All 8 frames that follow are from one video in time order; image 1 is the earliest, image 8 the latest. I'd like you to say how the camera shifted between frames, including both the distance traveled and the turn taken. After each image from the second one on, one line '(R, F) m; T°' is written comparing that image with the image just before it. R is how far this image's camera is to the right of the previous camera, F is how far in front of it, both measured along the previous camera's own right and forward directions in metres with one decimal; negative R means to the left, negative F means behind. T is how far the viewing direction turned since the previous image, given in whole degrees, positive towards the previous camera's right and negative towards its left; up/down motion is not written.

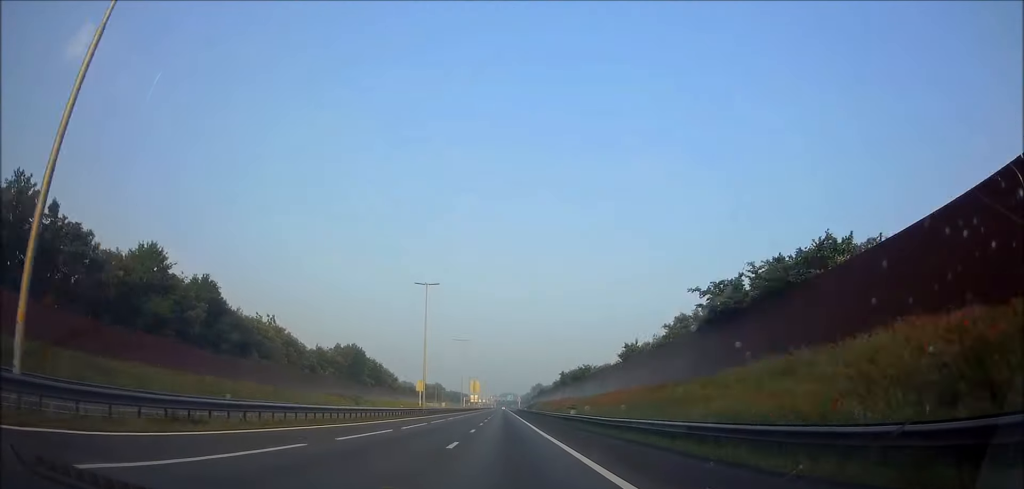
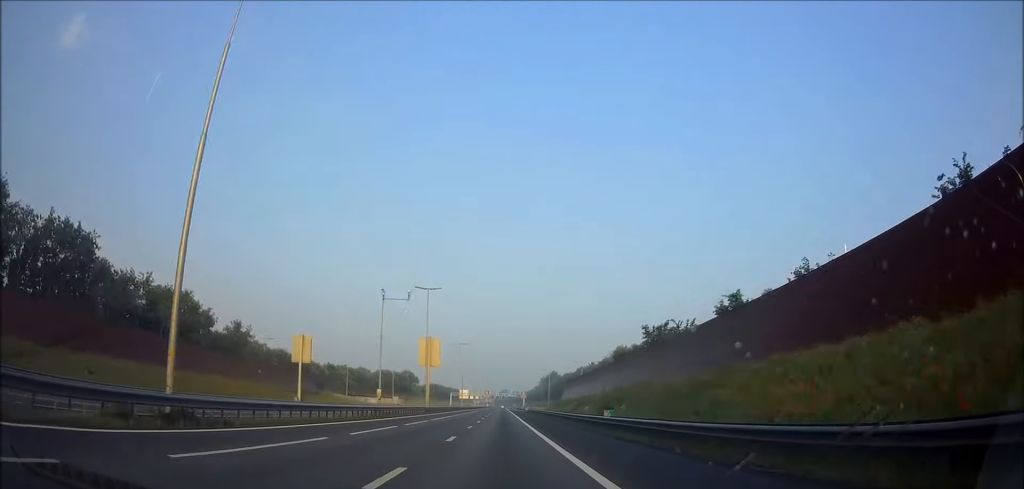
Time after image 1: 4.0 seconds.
(-0.2, +116.6) m; 0°
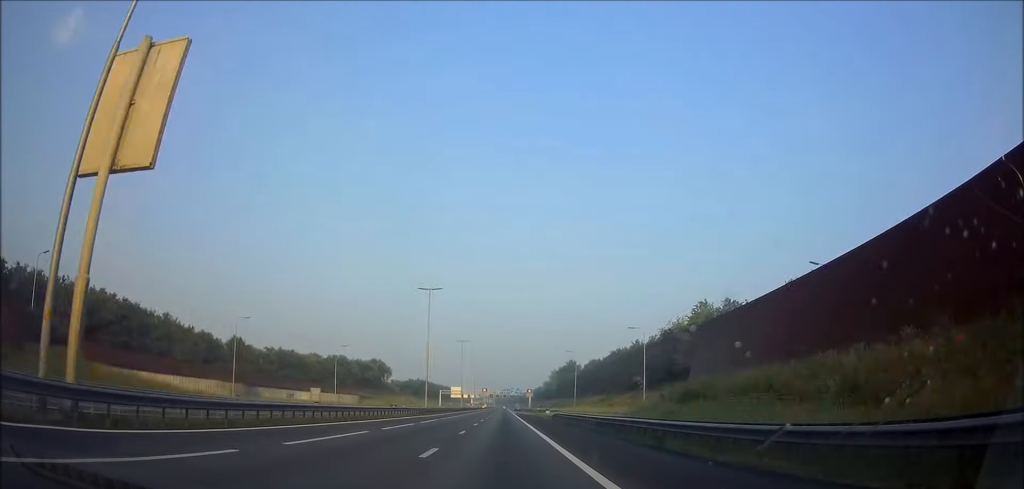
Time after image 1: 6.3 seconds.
(-0.2, +66.1) m; 0°
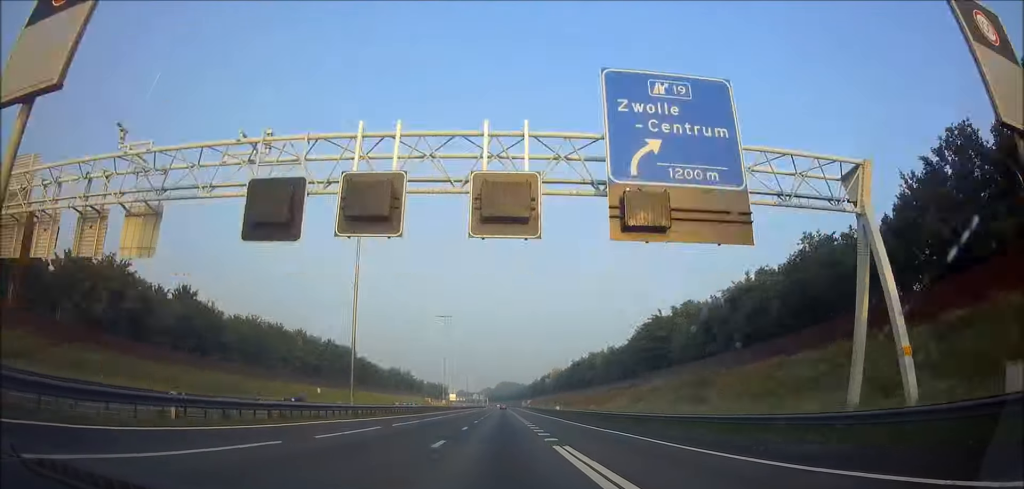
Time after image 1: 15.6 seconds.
(+1.2, +272.1) m; 0°
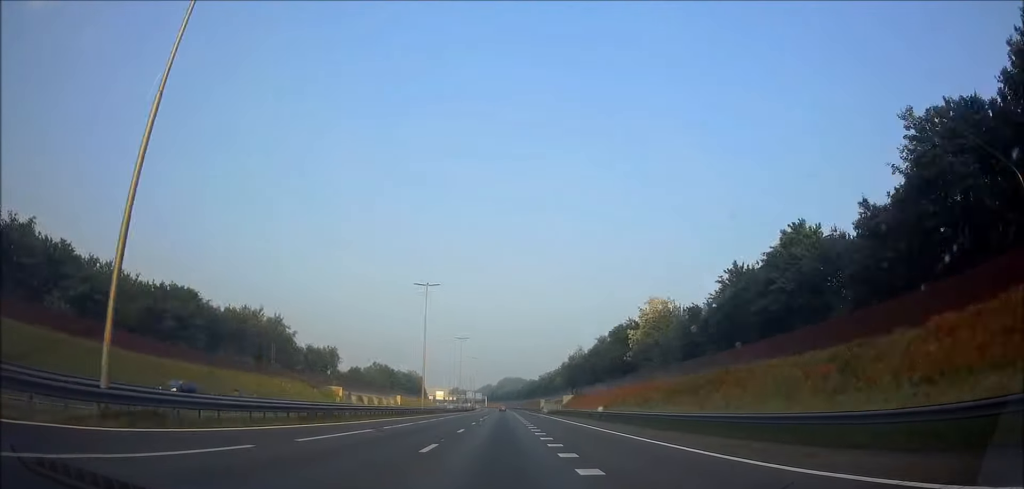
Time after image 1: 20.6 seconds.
(-0.2, +143.5) m; -1°
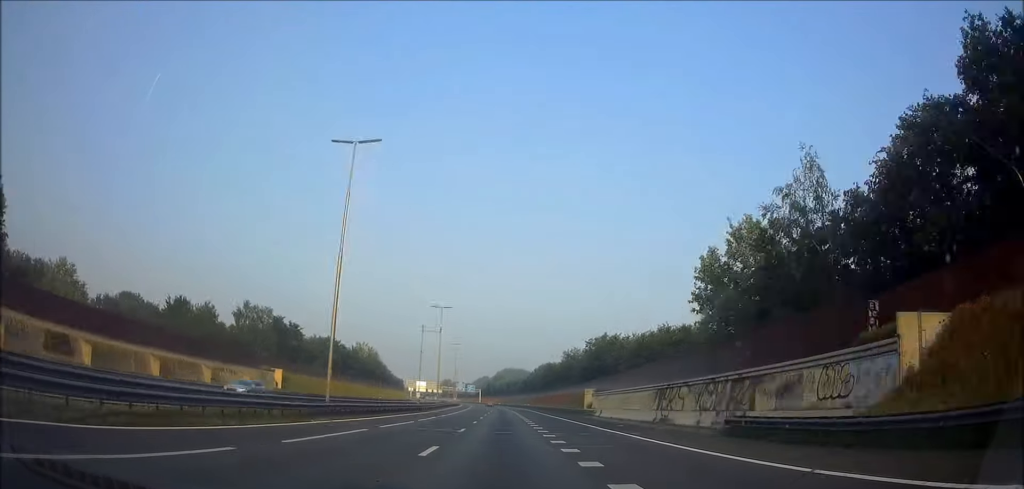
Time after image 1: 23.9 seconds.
(-0.5, +97.0) m; -1°
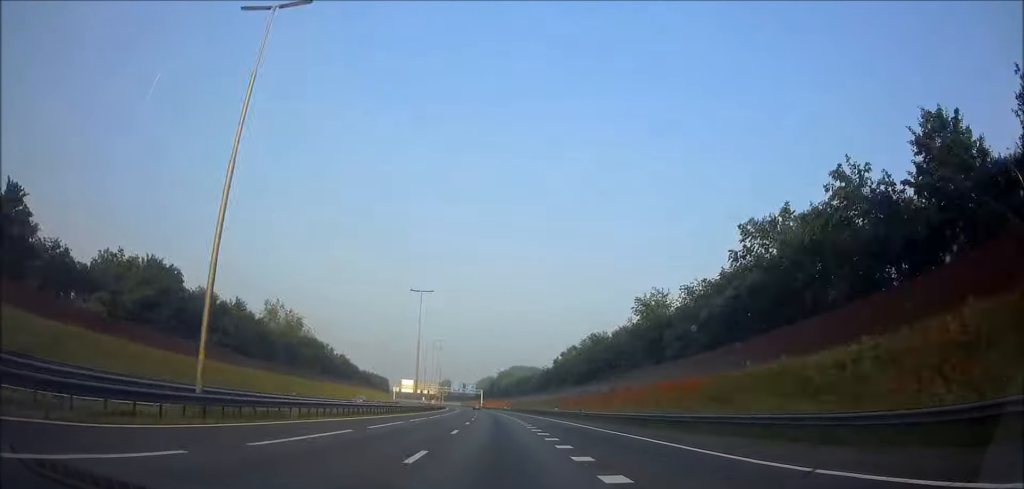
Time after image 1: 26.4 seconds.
(+0.2, +73.5) m; -1°
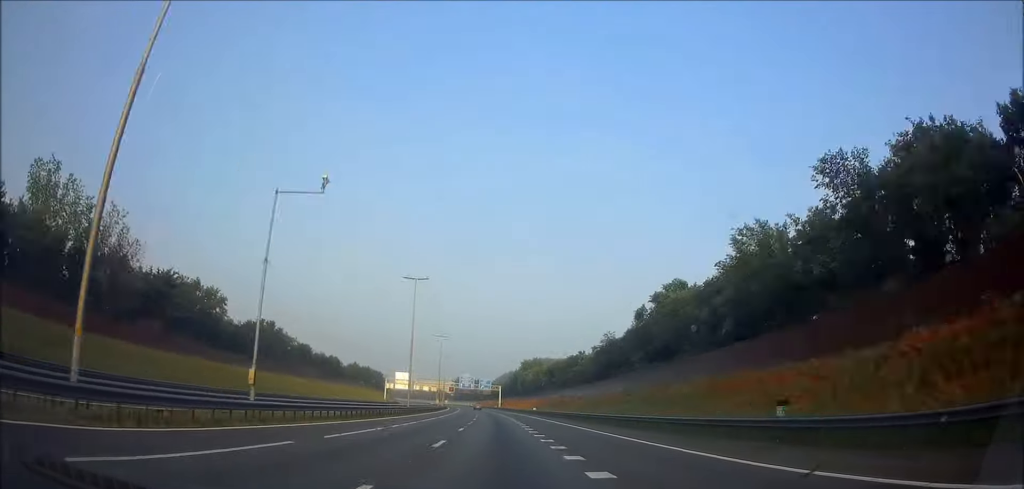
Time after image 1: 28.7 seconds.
(-1.5, +65.4) m; -2°
